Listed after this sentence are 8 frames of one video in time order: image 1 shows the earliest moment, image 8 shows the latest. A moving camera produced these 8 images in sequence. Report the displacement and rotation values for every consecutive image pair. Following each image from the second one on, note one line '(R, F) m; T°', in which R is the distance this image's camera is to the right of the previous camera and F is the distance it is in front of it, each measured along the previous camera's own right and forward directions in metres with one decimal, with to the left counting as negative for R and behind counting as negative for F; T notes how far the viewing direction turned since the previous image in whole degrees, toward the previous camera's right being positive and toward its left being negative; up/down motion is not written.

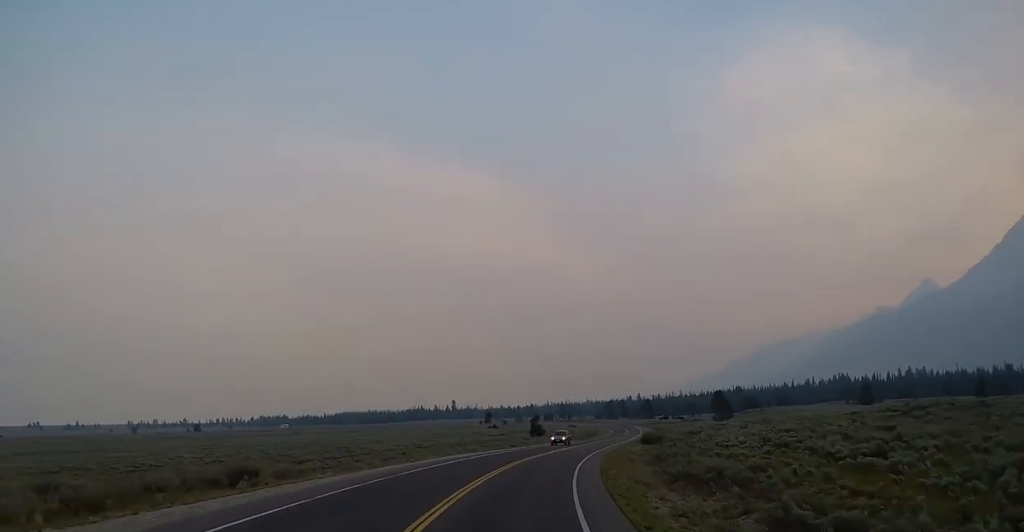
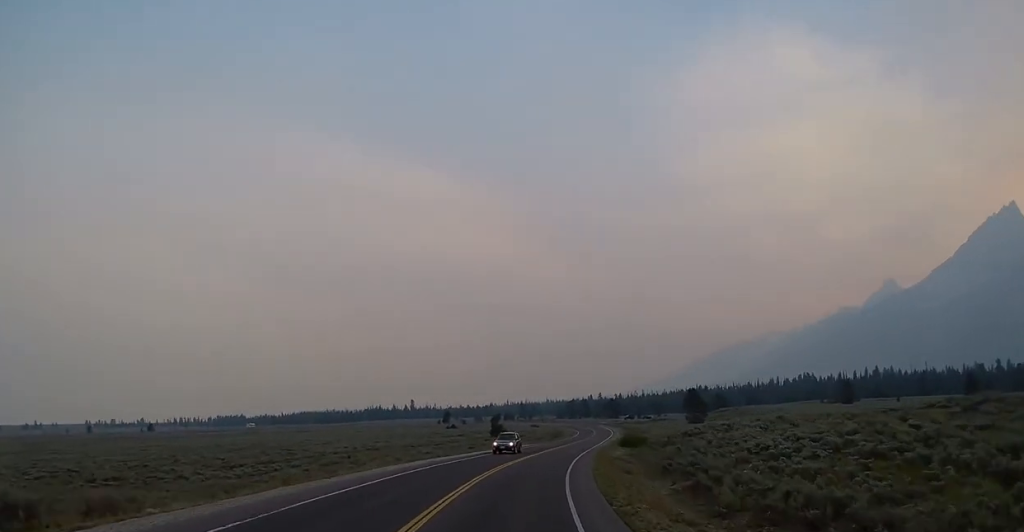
(-0.1, +11.8) m; +3°
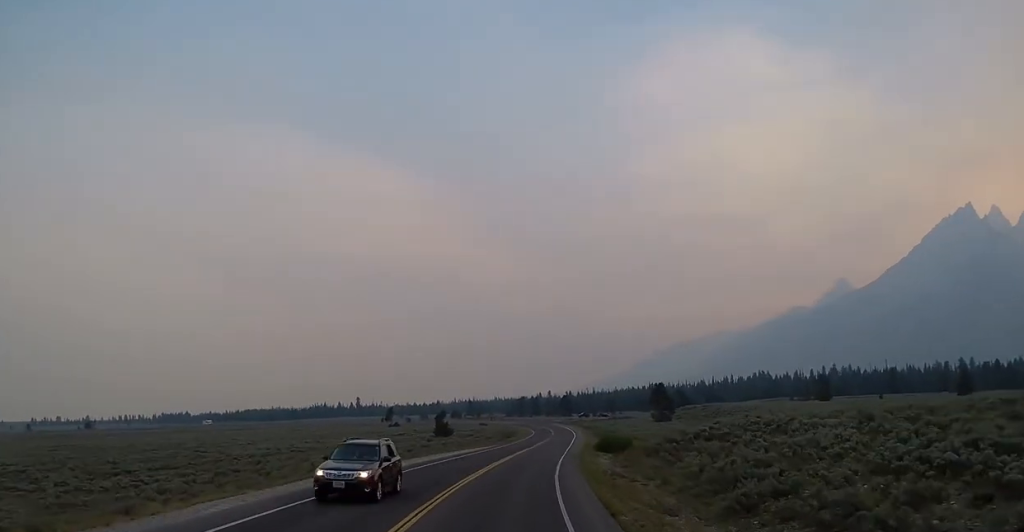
(+1.0, +17.4) m; +4°
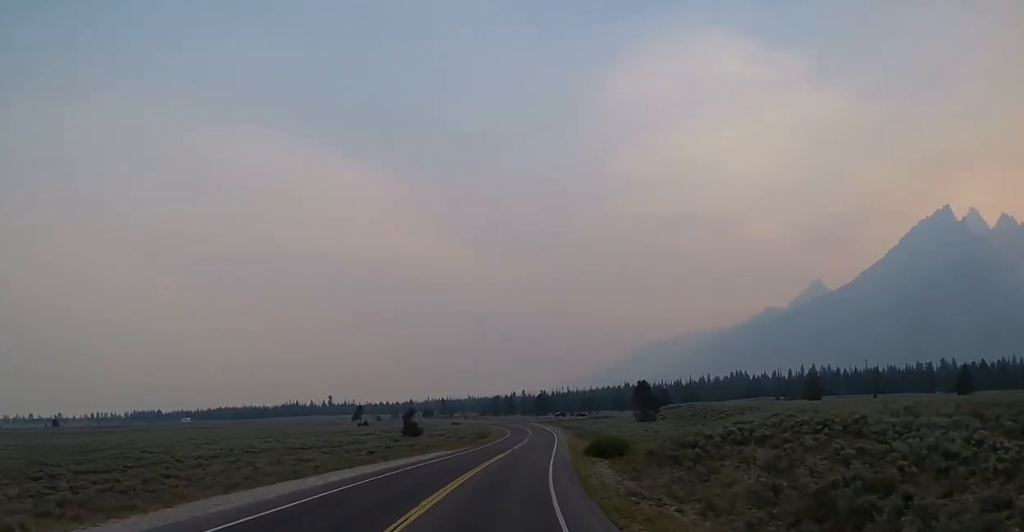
(+0.1, +10.0) m; +2°
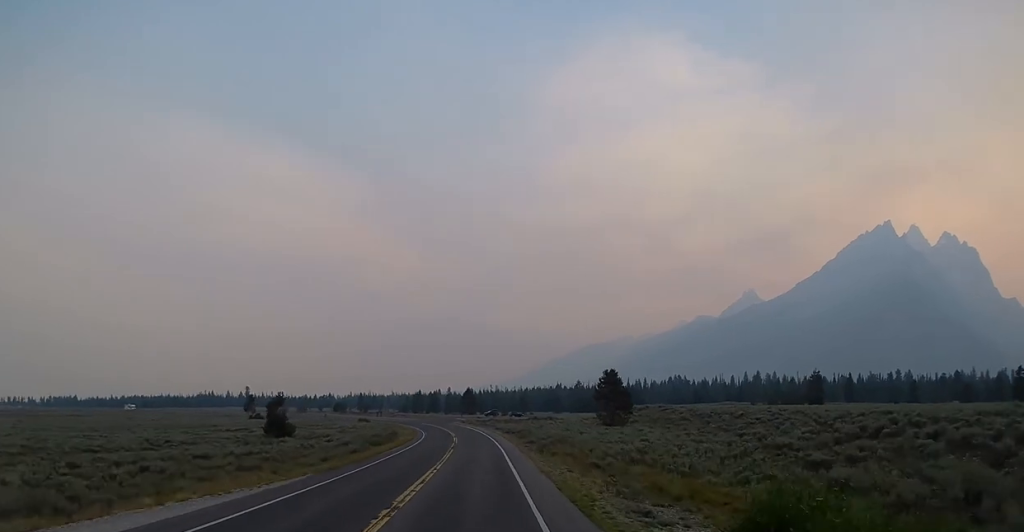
(+2.1, +39.0) m; +5°
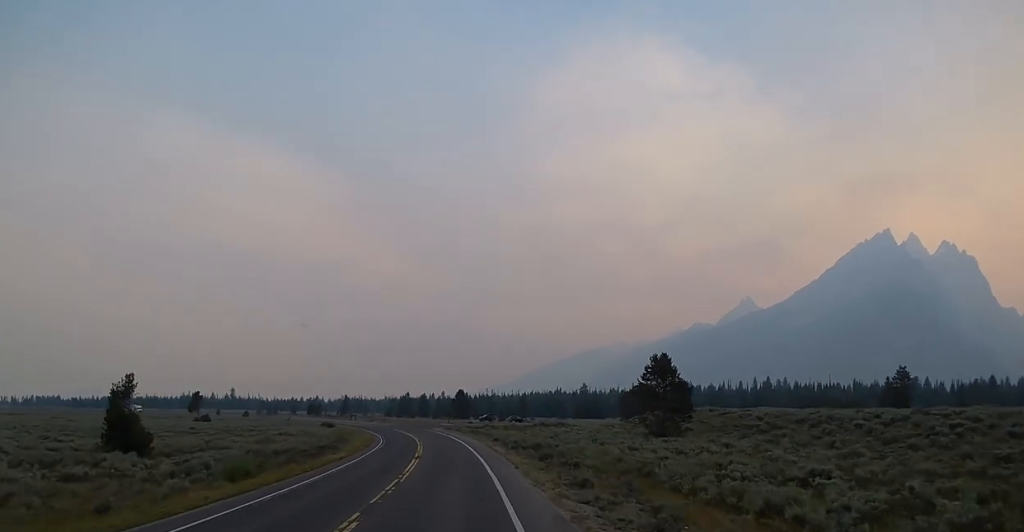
(+0.9, +33.8) m; +1°
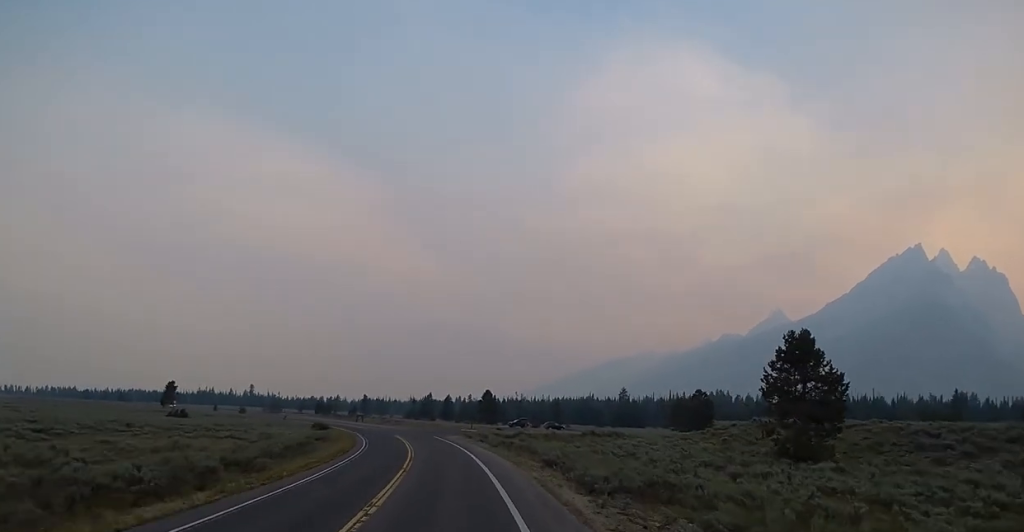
(-0.4, +29.0) m; -2°
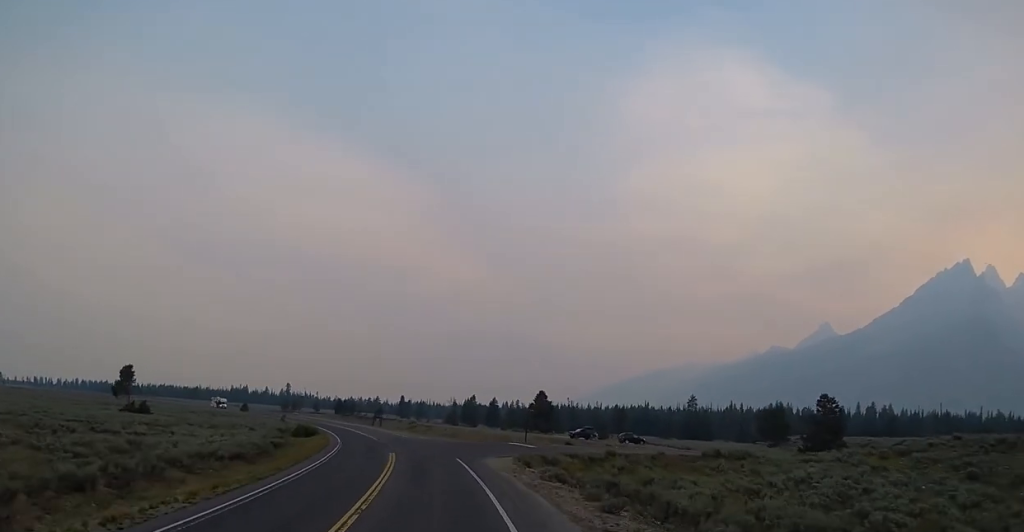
(-1.3, +33.3) m; -6°
